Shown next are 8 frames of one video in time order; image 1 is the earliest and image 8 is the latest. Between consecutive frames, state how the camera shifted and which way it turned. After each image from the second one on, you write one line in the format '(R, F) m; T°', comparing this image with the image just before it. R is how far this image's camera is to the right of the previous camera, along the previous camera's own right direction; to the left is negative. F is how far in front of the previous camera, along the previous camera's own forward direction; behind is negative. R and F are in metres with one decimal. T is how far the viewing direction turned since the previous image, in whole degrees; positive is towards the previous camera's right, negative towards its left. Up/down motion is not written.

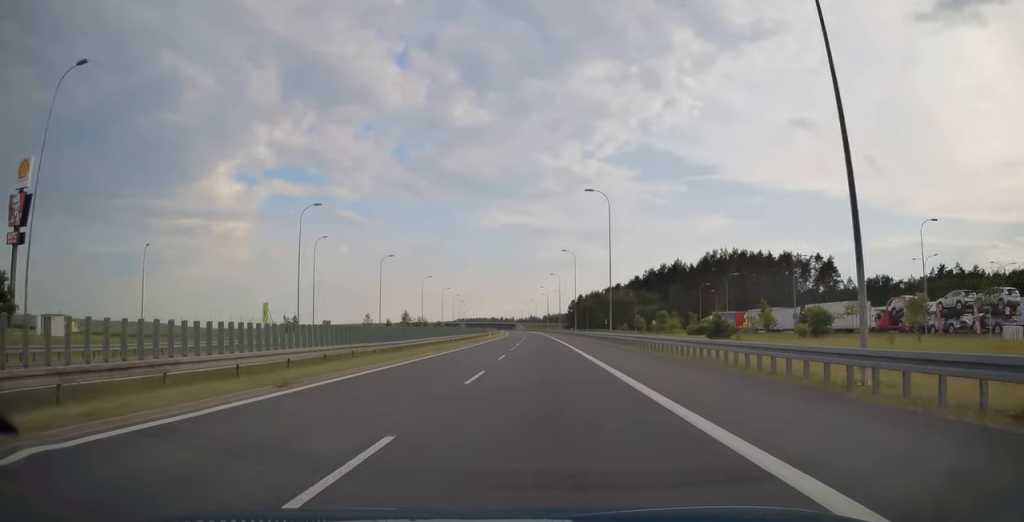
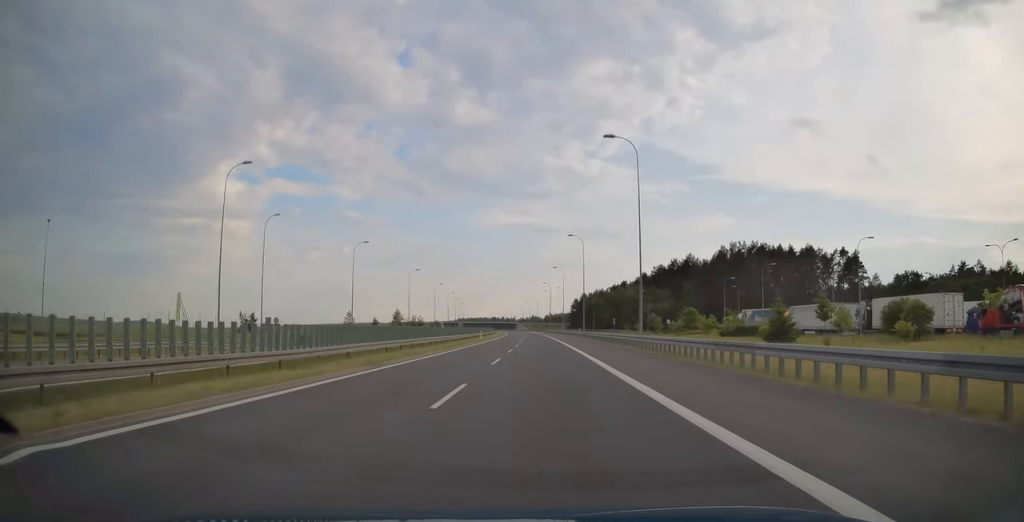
(-0.1, +16.5) m; 0°
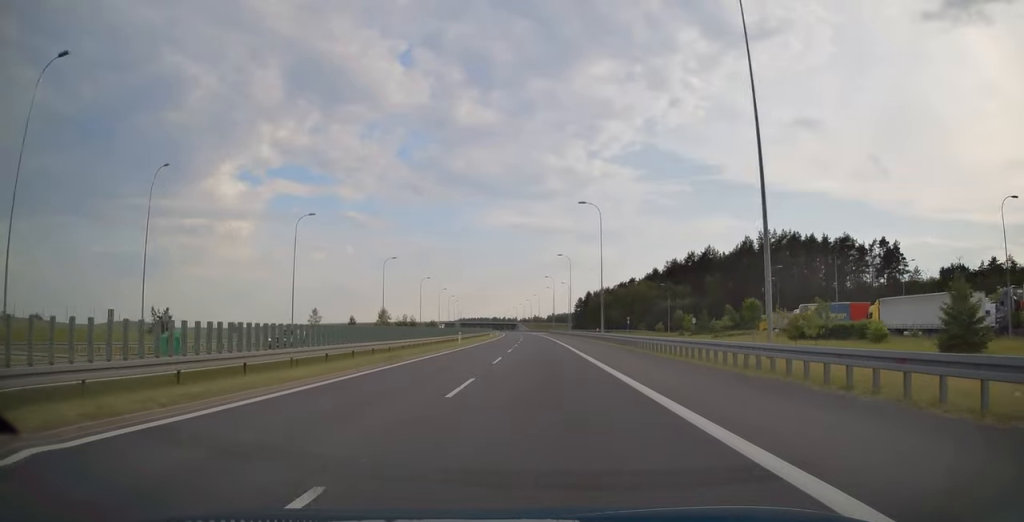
(+0.1, +22.4) m; 0°
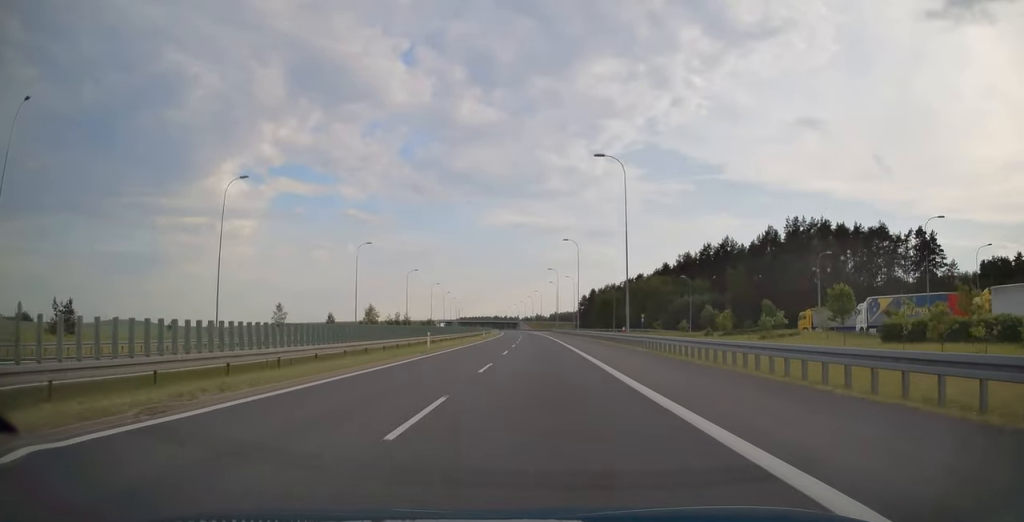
(0.0, +17.0) m; 0°
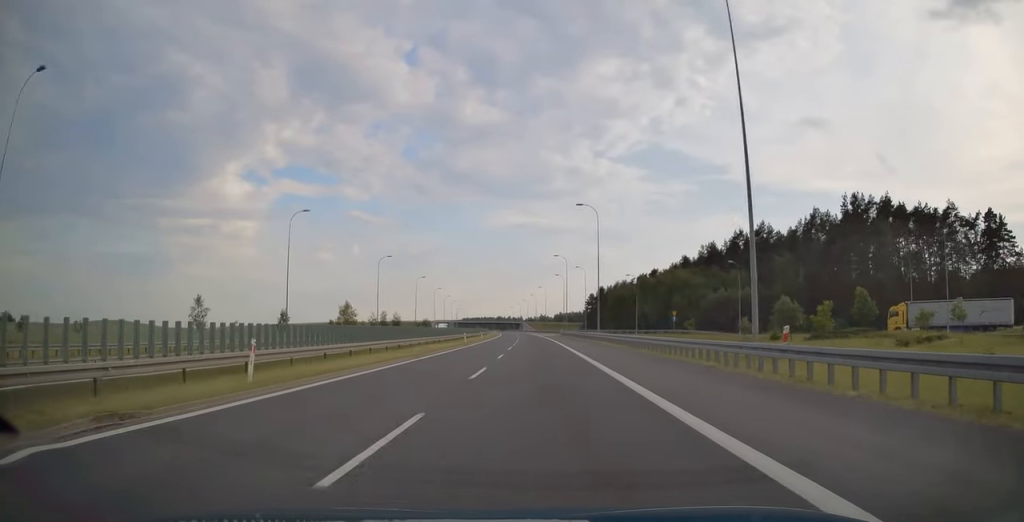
(-0.1, +26.3) m; 0°
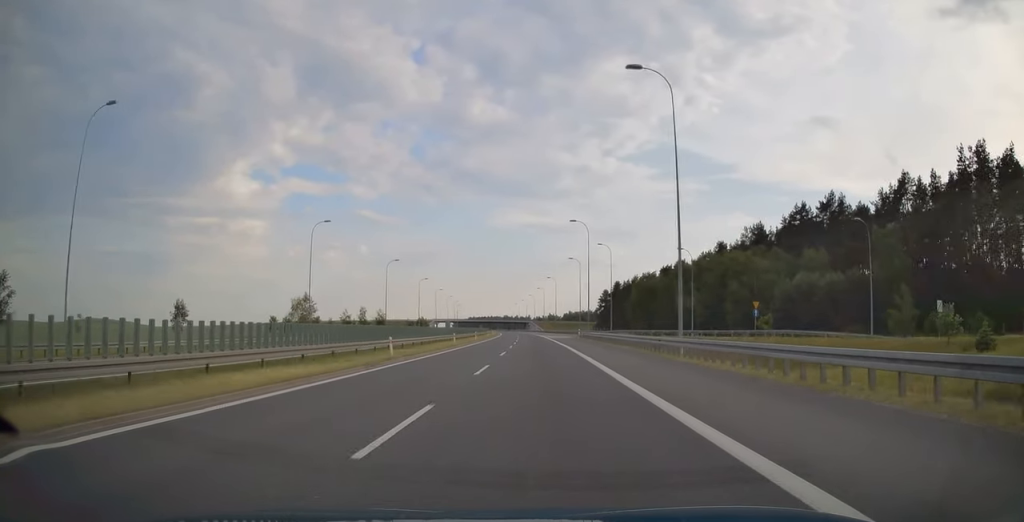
(-0.1, +34.4) m; -1°
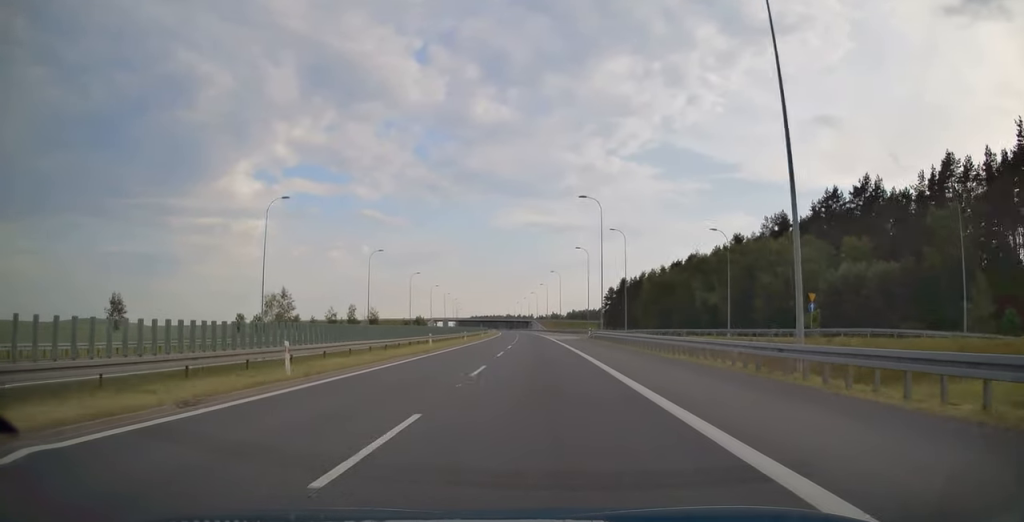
(-0.1, +13.1) m; 0°
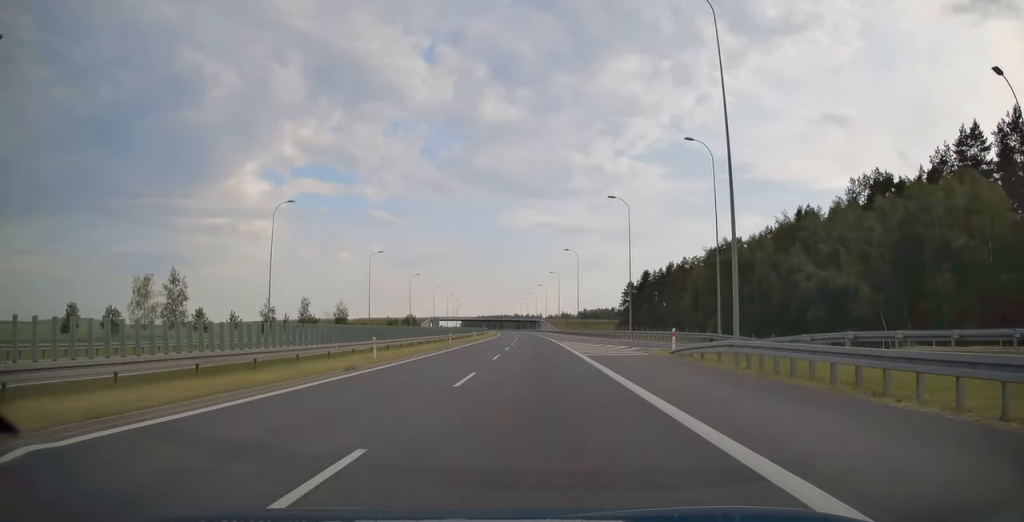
(-0.2, +39.3) m; -1°
